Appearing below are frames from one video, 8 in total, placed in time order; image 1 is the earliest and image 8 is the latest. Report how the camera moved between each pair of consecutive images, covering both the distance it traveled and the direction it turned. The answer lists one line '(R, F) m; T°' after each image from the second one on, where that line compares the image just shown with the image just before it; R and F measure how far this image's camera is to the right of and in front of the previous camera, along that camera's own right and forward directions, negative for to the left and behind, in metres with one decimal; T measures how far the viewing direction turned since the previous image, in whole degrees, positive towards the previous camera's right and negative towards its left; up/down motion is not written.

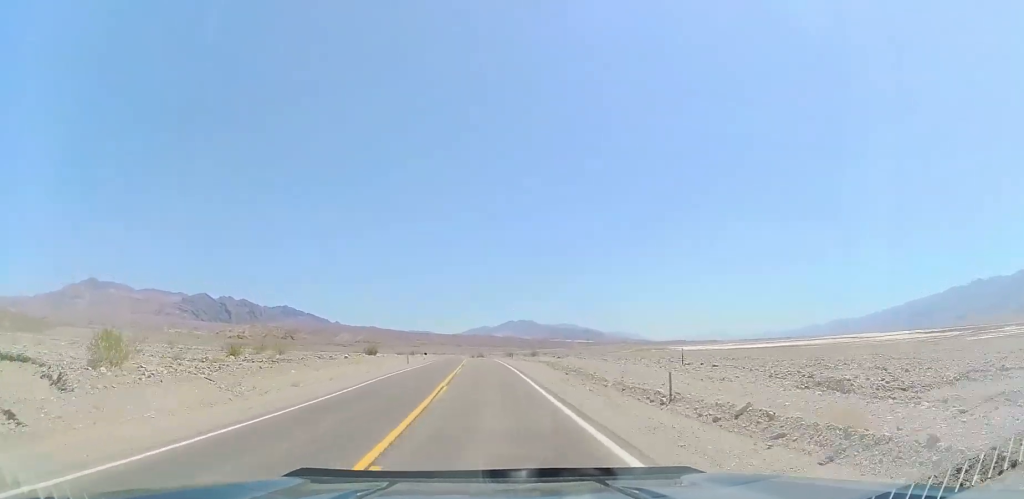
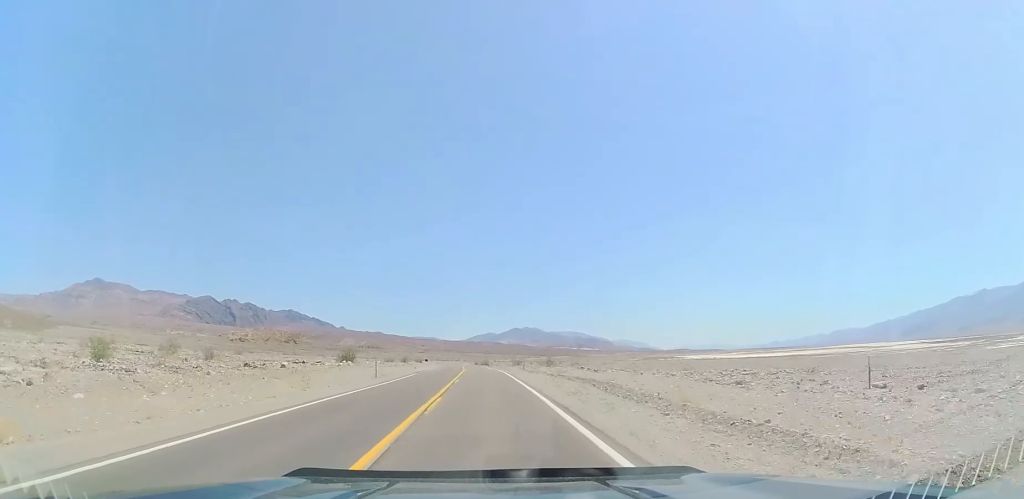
(+0.1, +17.6) m; 0°
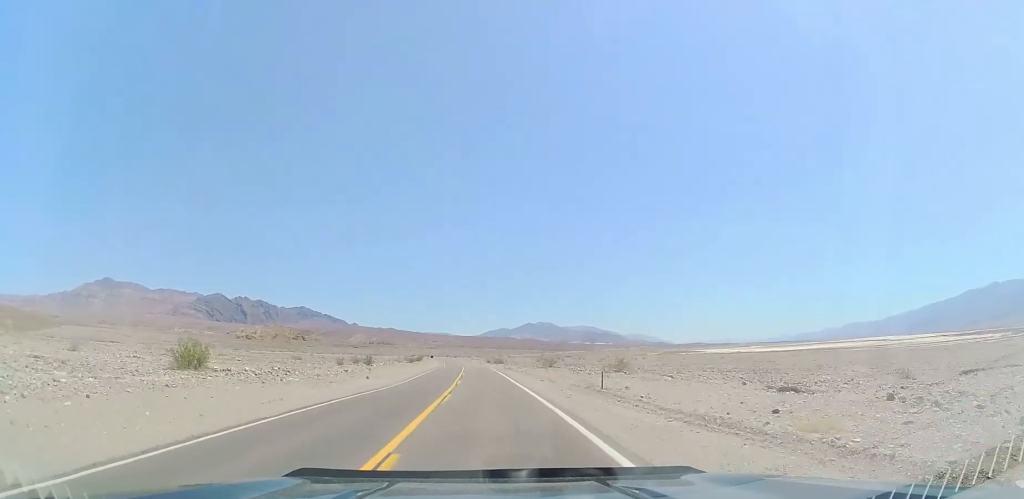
(-0.5, +40.1) m; -1°
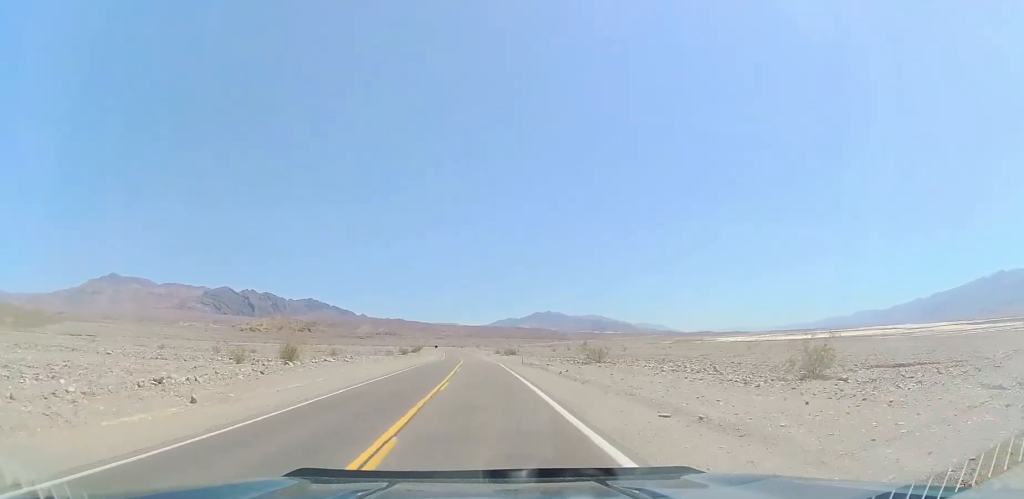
(-0.1, +28.3) m; -1°
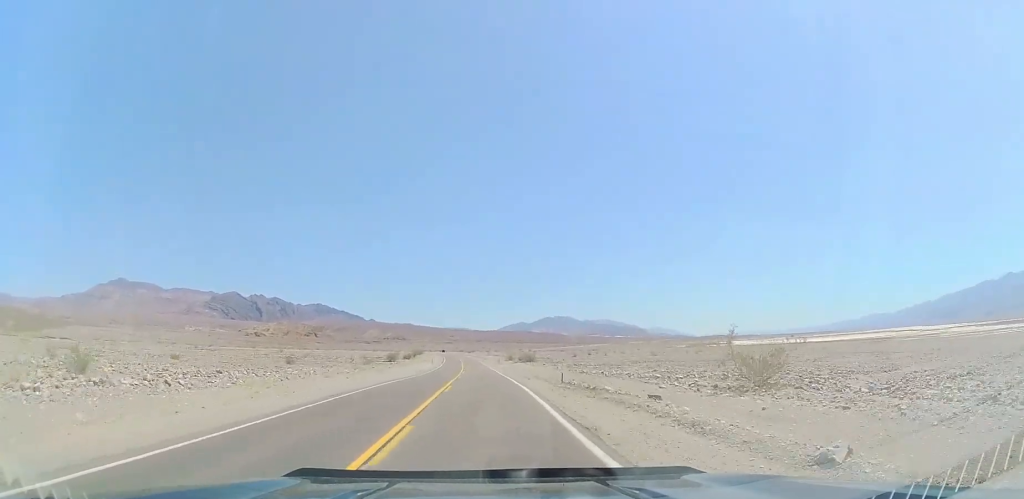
(-0.1, +27.3) m; -2°
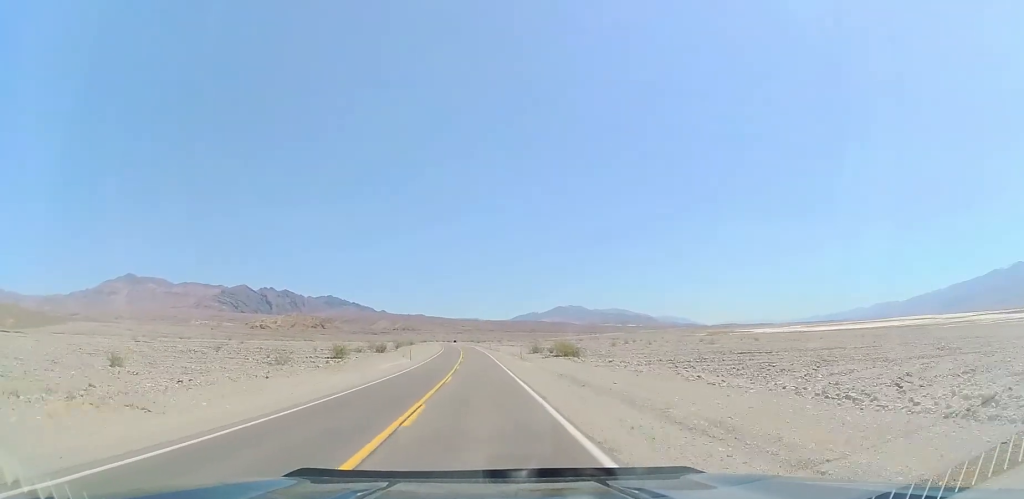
(-1.0, +39.9) m; -2°
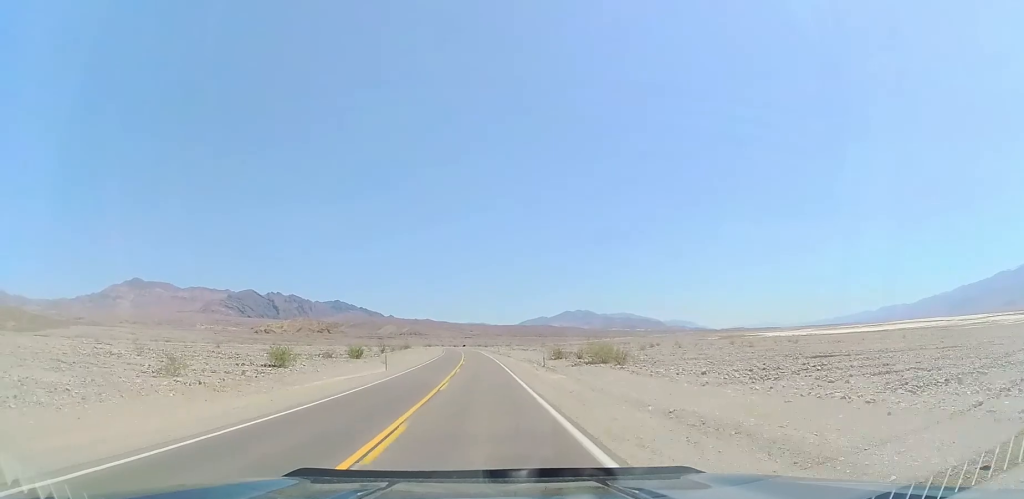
(+0.1, +18.5) m; -1°
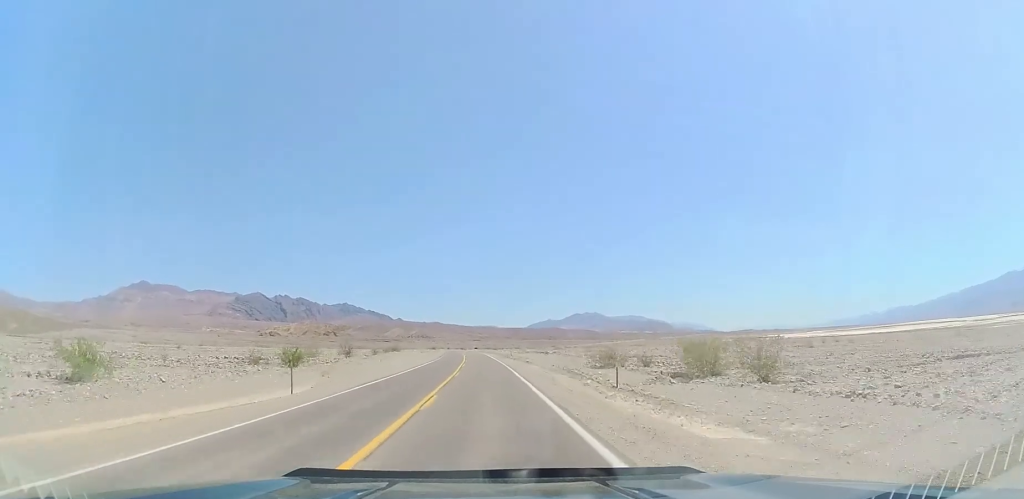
(-0.5, +22.5) m; -1°
